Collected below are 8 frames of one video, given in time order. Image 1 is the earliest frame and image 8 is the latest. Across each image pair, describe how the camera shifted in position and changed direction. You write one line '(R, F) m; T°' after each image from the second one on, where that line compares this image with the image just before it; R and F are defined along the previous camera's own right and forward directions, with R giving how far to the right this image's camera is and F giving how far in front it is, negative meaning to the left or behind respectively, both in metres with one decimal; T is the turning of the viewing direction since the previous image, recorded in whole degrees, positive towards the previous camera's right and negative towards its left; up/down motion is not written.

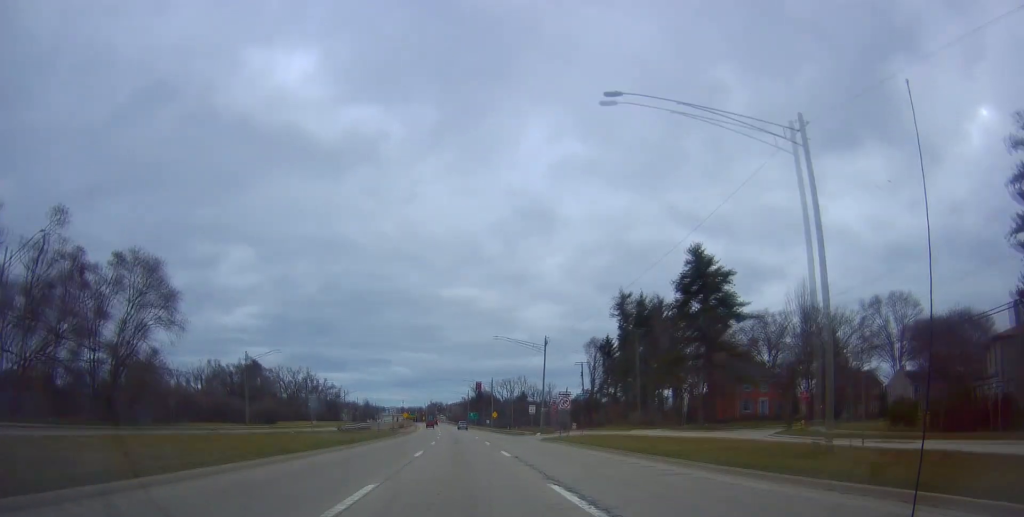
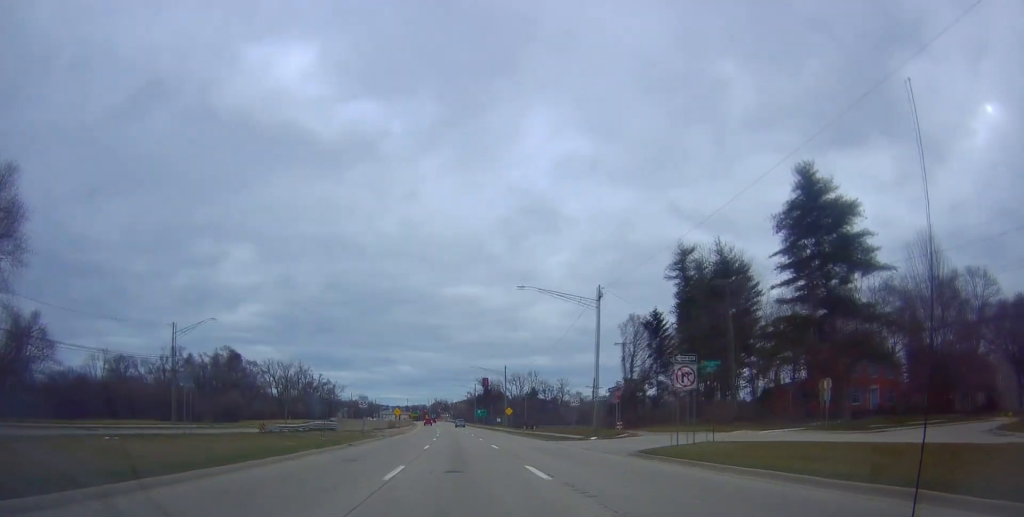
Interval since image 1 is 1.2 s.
(0.0, +24.7) m; -2°
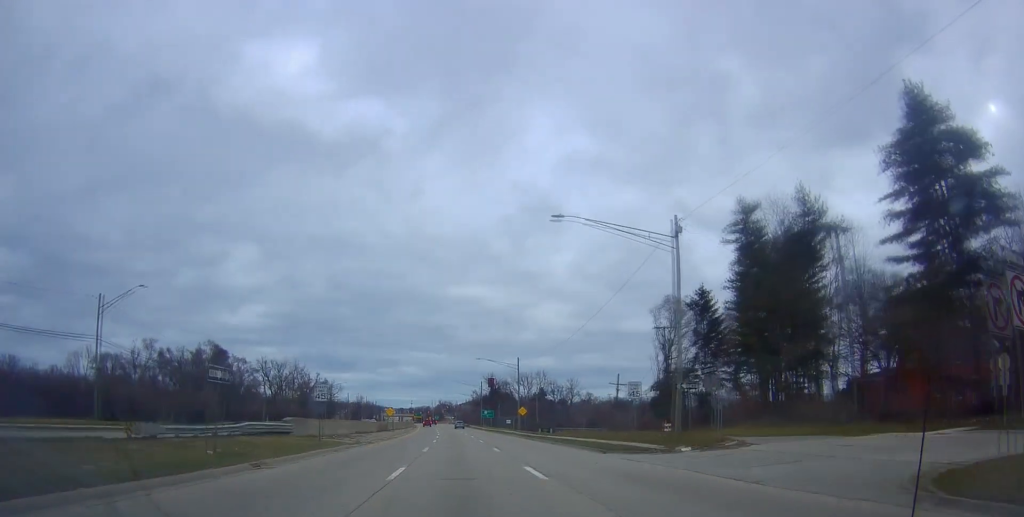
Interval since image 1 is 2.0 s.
(-0.4, +15.8) m; -1°
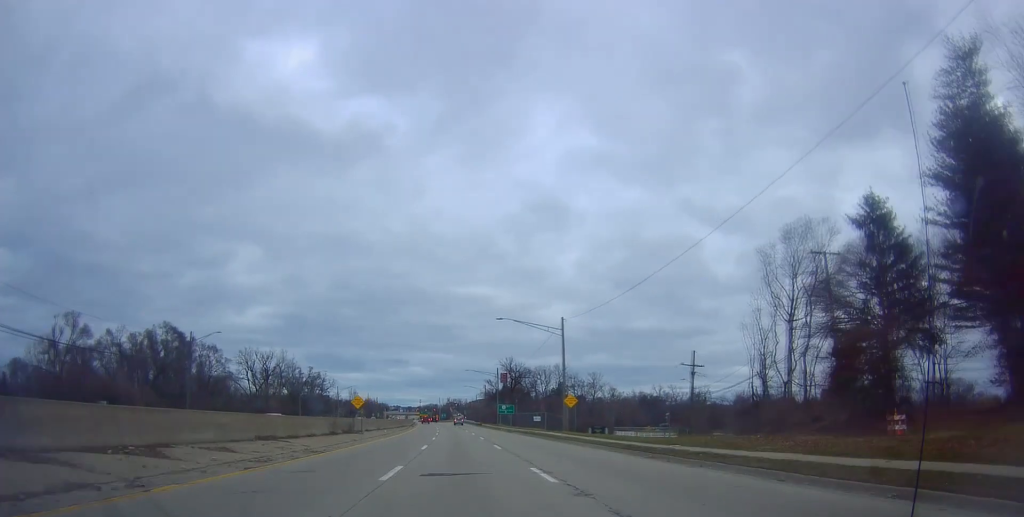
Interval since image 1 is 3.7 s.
(0.0, +32.0) m; 0°
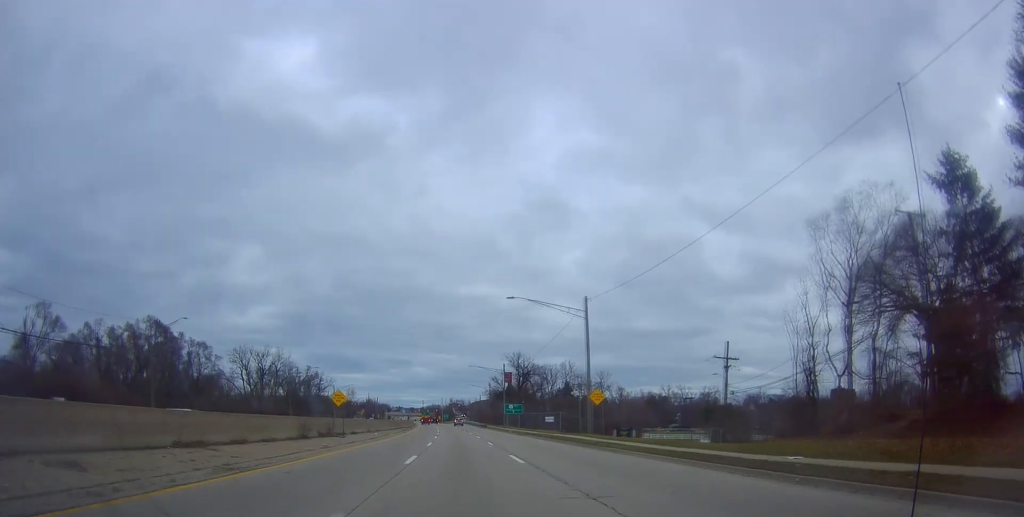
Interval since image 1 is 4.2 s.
(0.0, +9.3) m; 0°
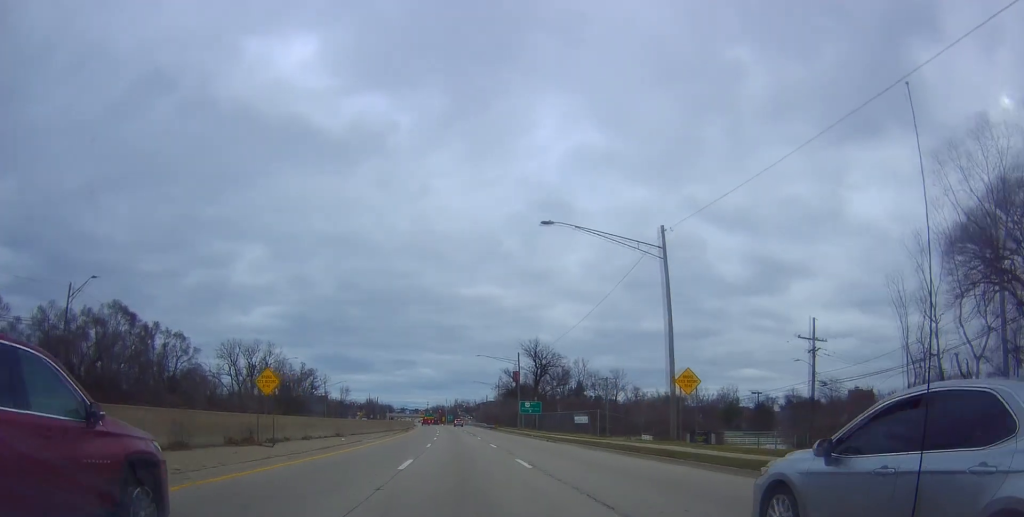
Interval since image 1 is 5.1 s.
(0.0, +17.1) m; 0°
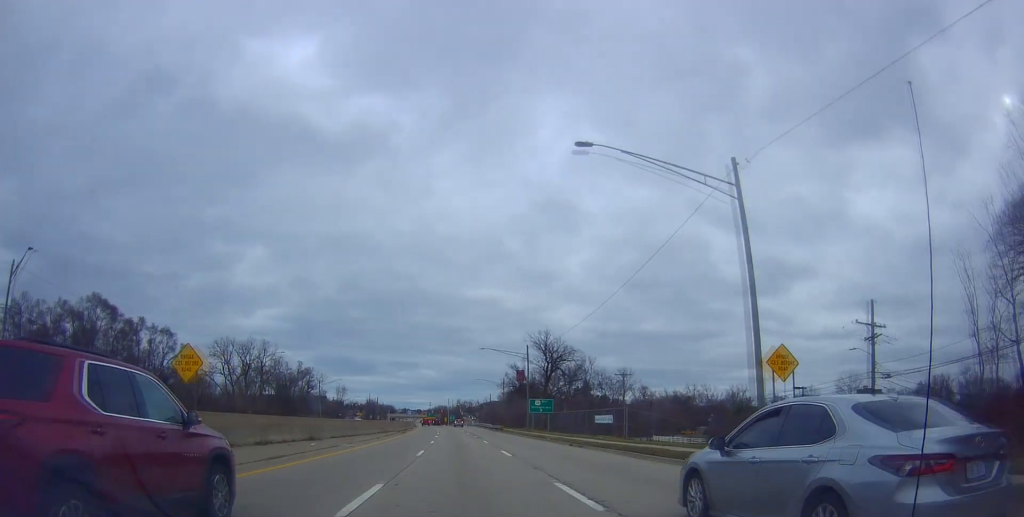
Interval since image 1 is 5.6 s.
(0.0, +8.4) m; 0°
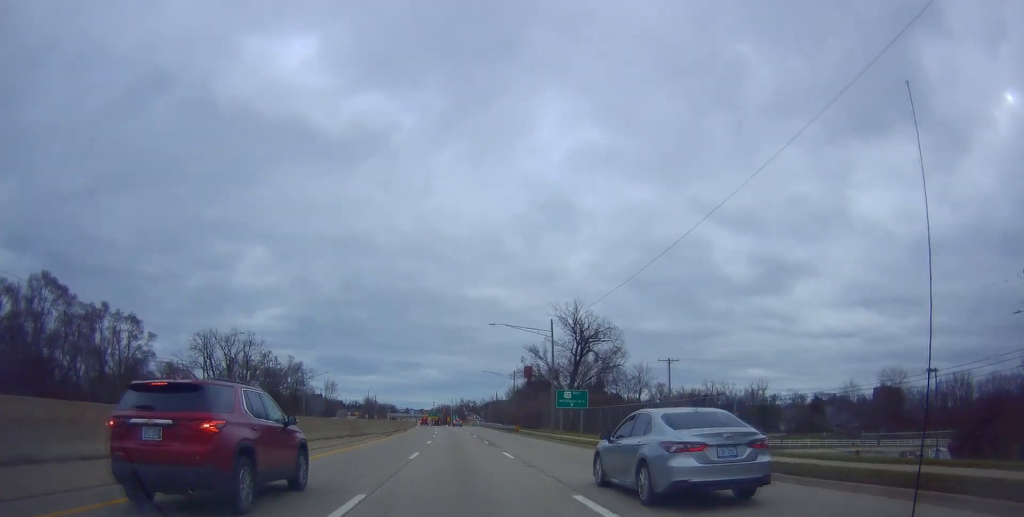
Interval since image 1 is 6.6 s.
(0.0, +18.1) m; -2°
